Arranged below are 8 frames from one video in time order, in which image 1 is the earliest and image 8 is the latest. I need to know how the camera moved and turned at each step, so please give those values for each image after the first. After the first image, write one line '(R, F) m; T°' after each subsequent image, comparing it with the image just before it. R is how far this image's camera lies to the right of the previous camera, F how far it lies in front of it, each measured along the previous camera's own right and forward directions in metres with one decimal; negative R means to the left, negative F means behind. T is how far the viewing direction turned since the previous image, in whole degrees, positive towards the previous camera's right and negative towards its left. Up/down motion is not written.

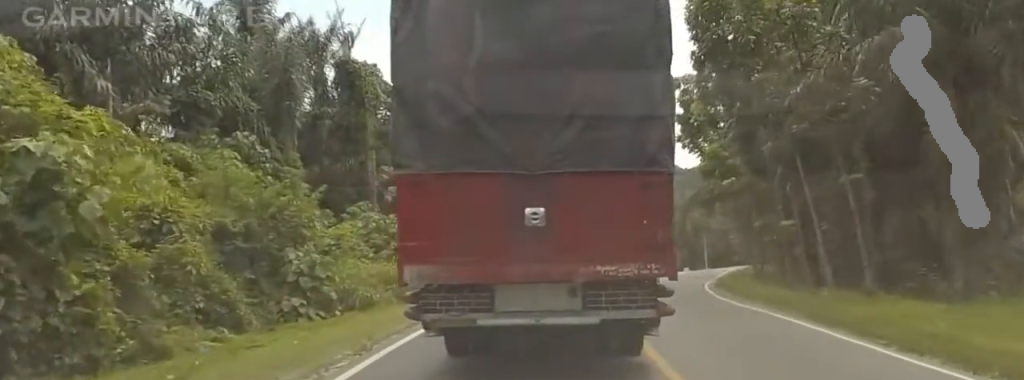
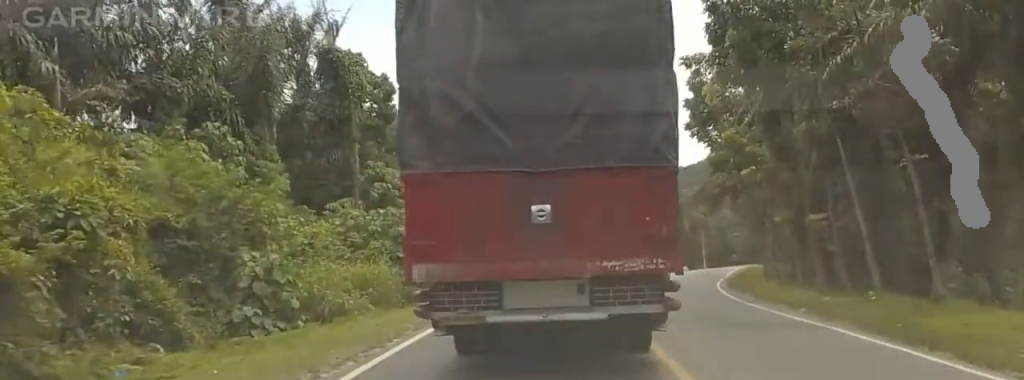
(0.0, +5.3) m; -2°
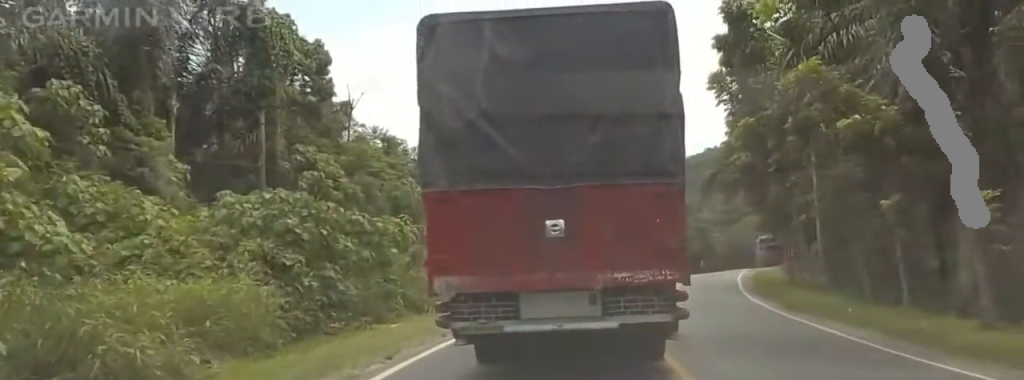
(-1.0, +18.3) m; -3°
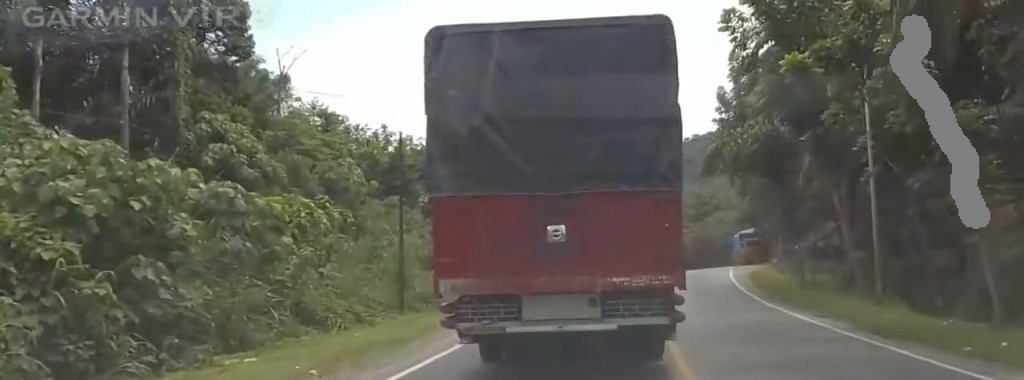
(0.0, +14.2) m; 0°
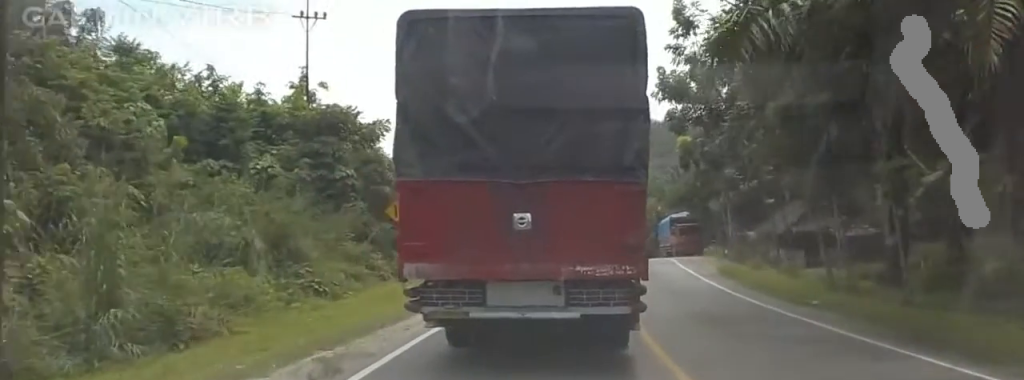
(-0.1, +26.9) m; -1°
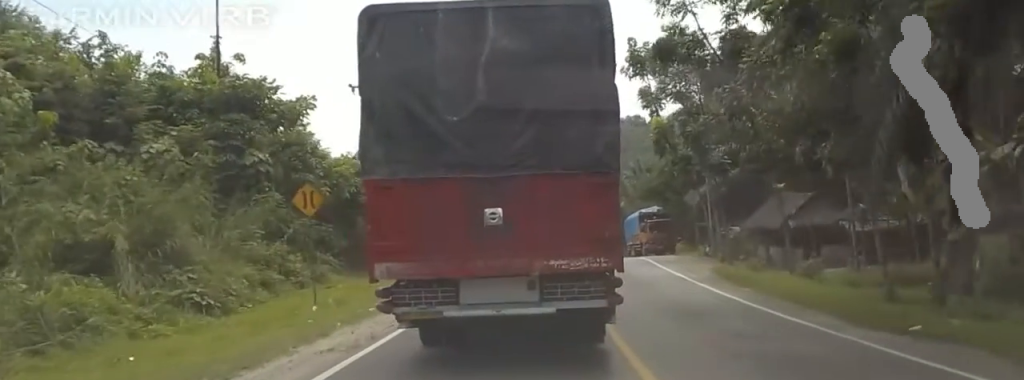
(-0.1, +11.8) m; -1°
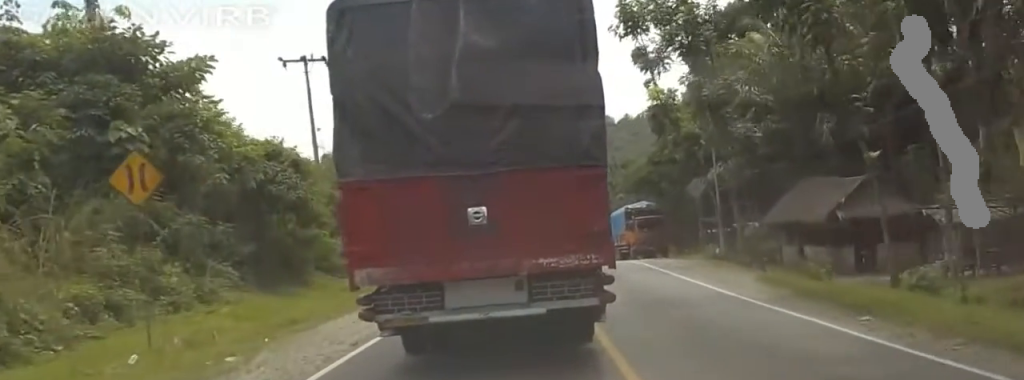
(-0.2, +15.7) m; -1°
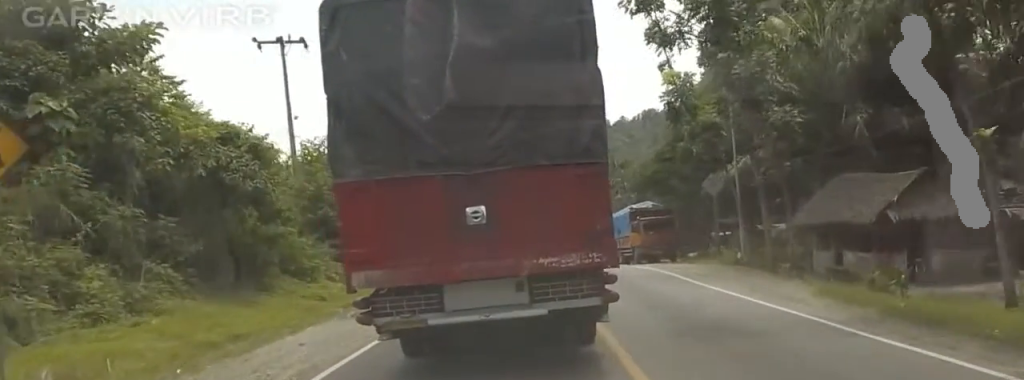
(+0.4, +7.2) m; -1°
